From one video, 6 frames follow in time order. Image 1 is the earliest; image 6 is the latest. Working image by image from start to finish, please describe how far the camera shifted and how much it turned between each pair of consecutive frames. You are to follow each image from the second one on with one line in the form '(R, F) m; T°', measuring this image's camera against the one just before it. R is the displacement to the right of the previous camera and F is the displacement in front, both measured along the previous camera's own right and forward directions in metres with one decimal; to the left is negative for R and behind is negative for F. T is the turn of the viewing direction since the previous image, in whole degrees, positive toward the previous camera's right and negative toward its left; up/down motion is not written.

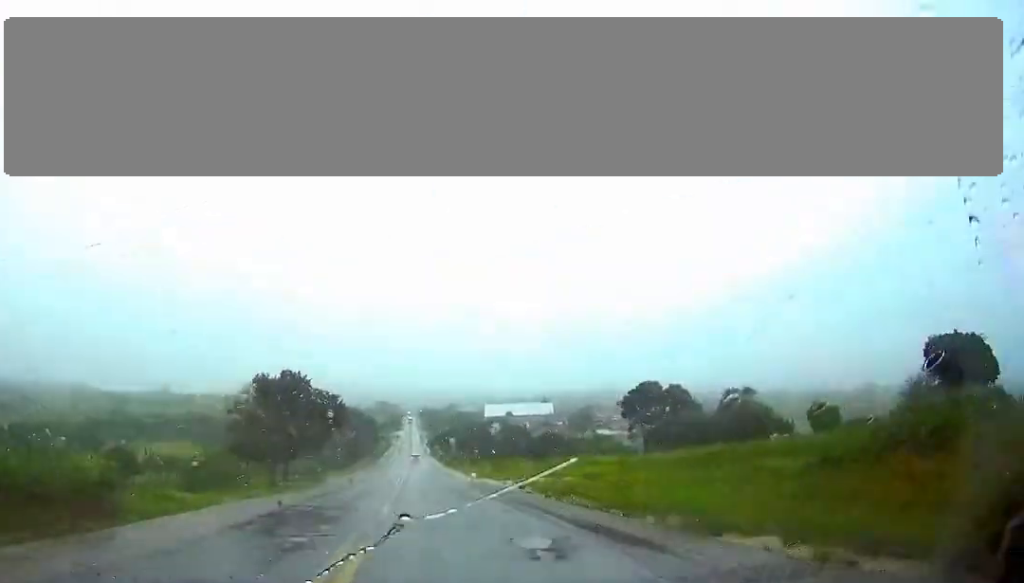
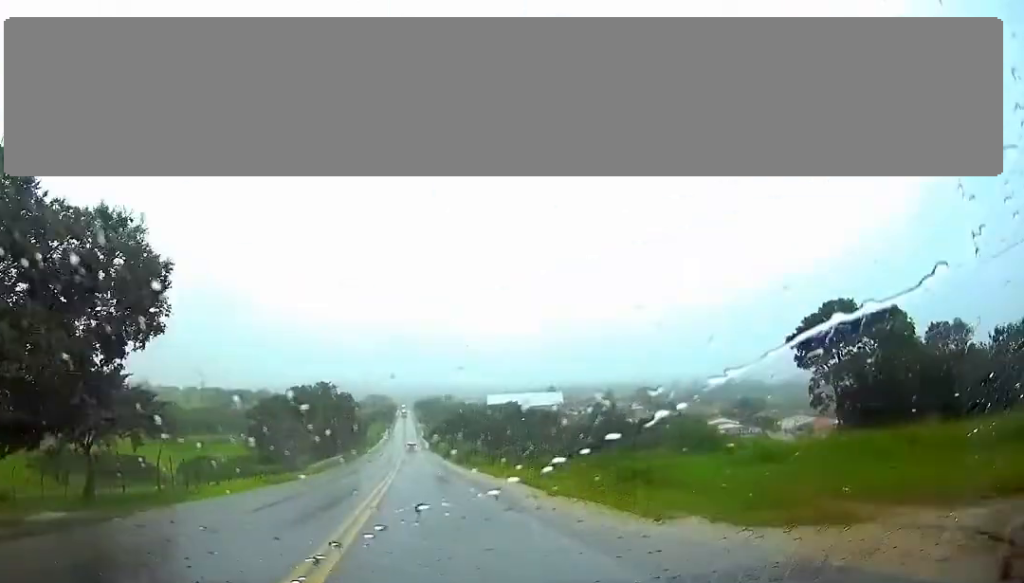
(+1.3, +44.6) m; +3°
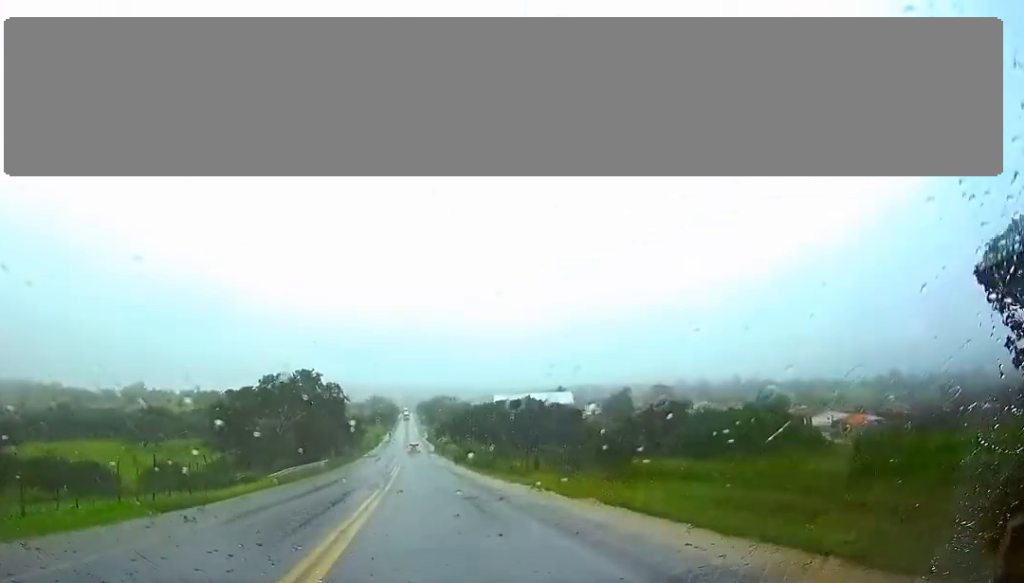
(+0.1, +19.8) m; 0°
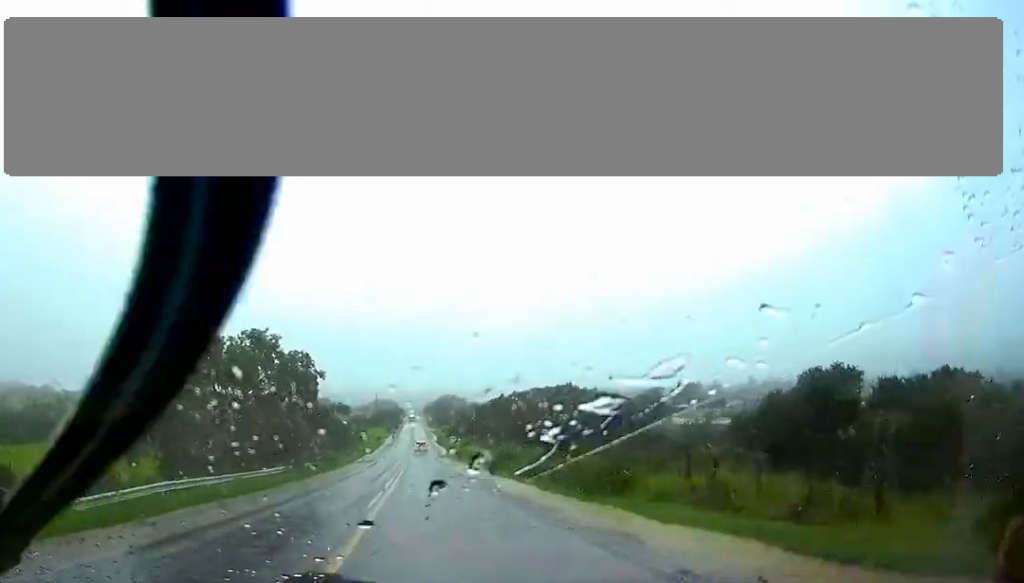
(-0.4, +29.0) m; -2°
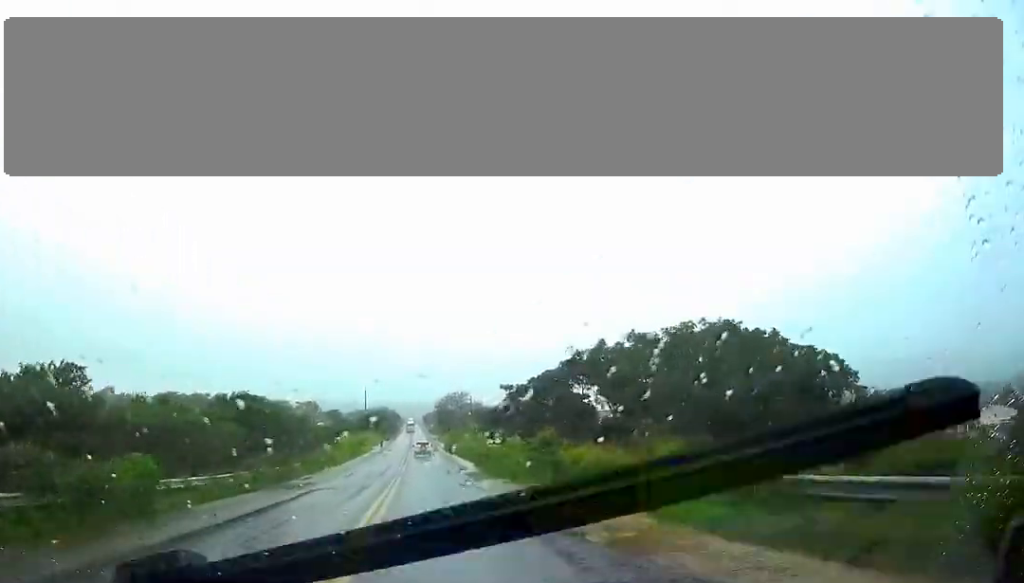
(-0.5, +50.6) m; -1°
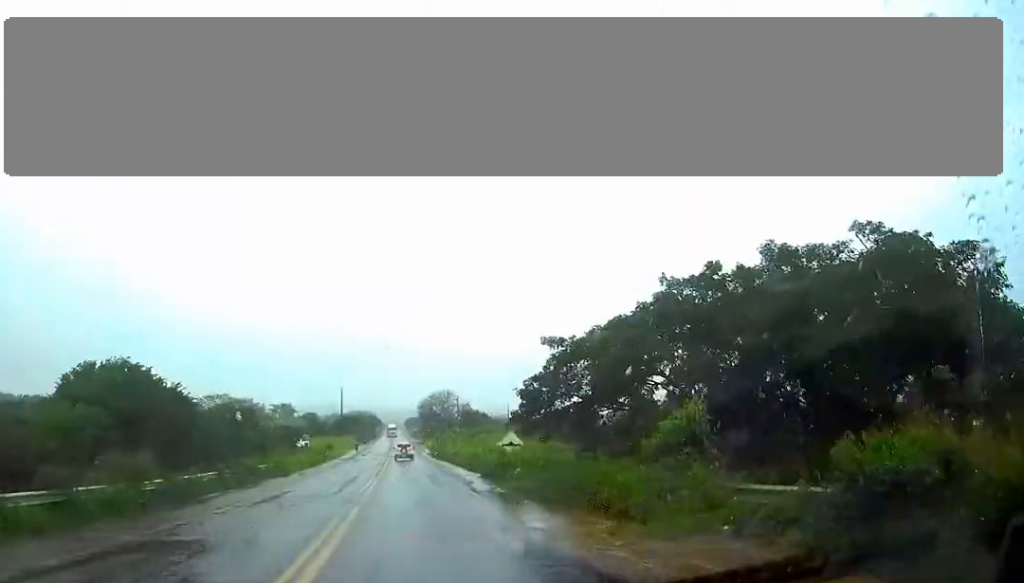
(+0.1, +19.5) m; +1°
